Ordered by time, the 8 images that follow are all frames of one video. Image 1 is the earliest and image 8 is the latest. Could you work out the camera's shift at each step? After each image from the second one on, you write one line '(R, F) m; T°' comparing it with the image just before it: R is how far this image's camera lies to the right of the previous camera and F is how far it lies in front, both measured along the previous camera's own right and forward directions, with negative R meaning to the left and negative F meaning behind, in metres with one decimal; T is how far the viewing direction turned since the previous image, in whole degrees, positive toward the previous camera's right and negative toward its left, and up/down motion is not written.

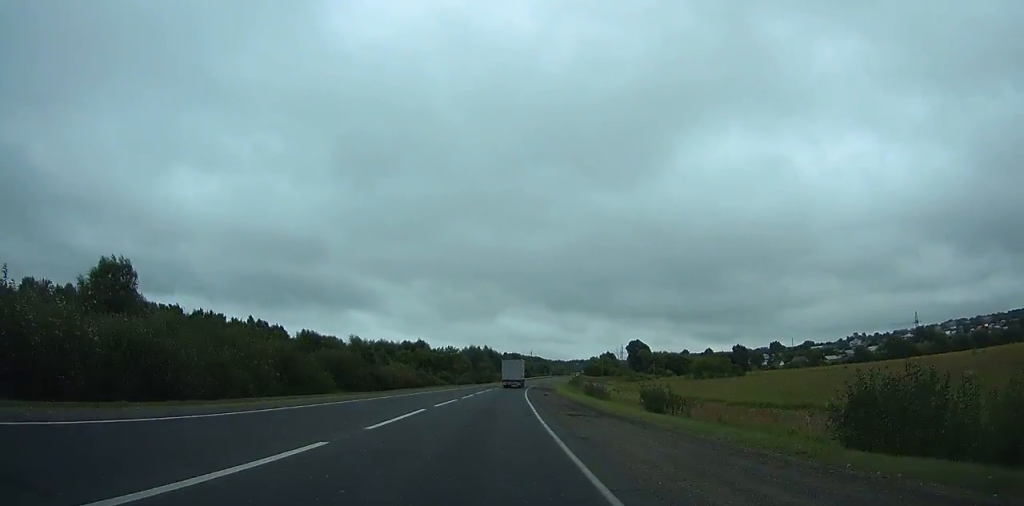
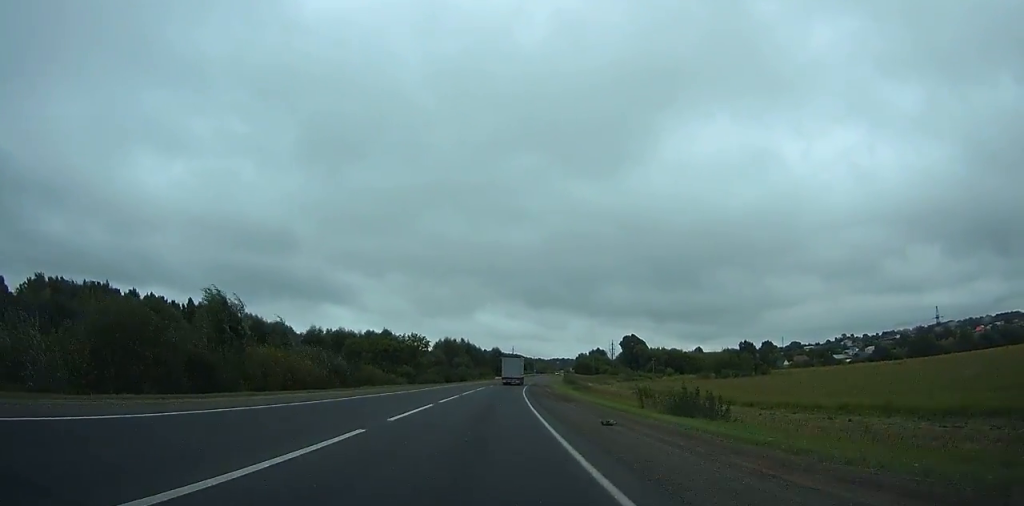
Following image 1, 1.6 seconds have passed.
(+0.9, +33.6) m; +2°
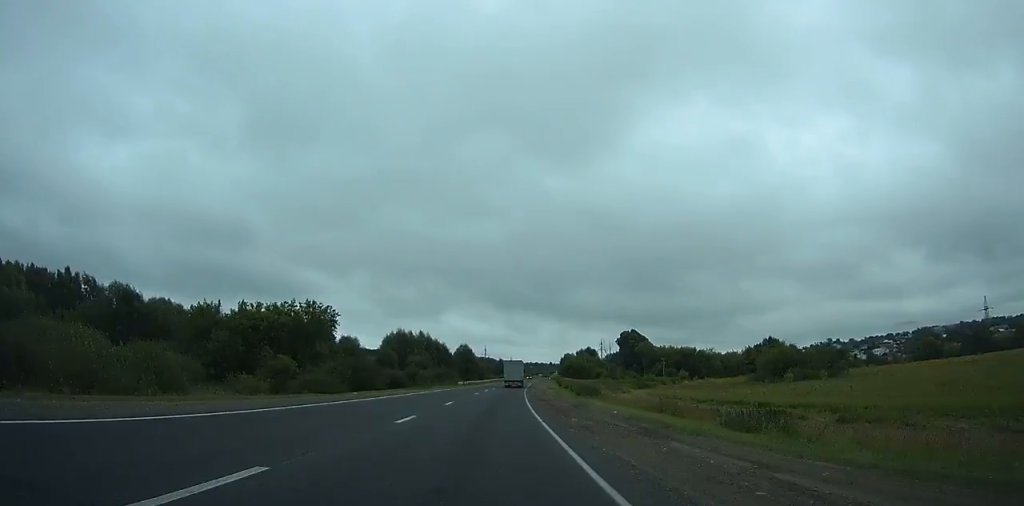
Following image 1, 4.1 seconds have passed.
(+1.6, +53.0) m; +3°
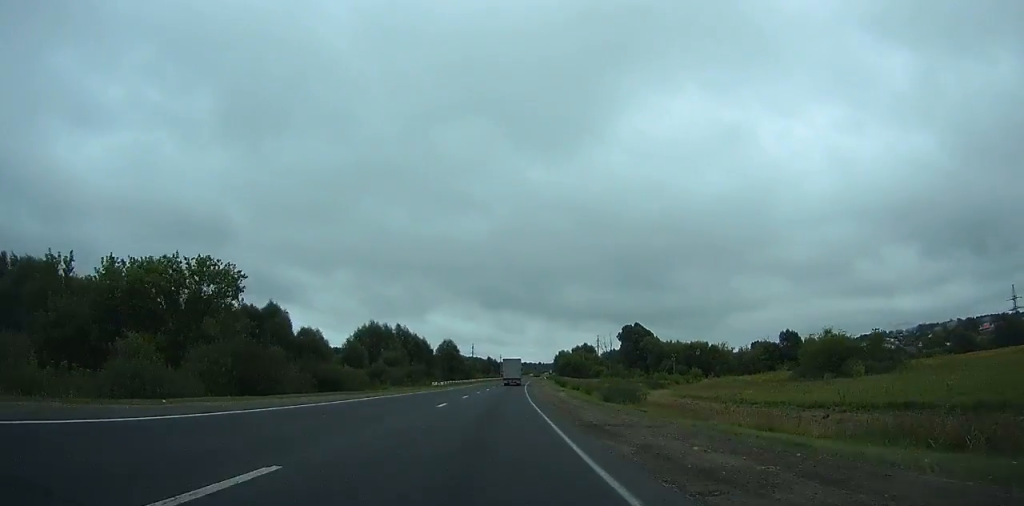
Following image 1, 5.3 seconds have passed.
(+0.4, +23.7) m; +1°
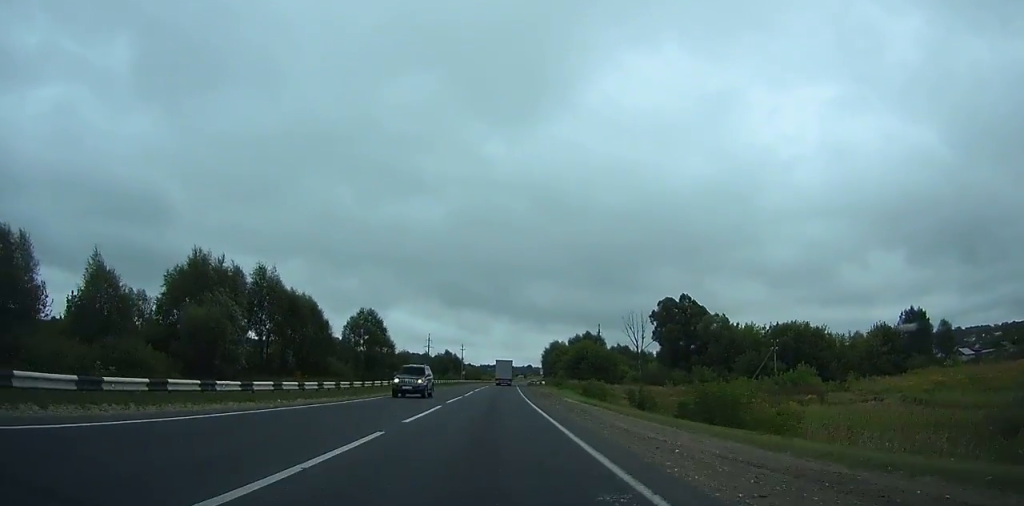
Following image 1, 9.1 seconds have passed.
(+2.7, +80.4) m; +3°
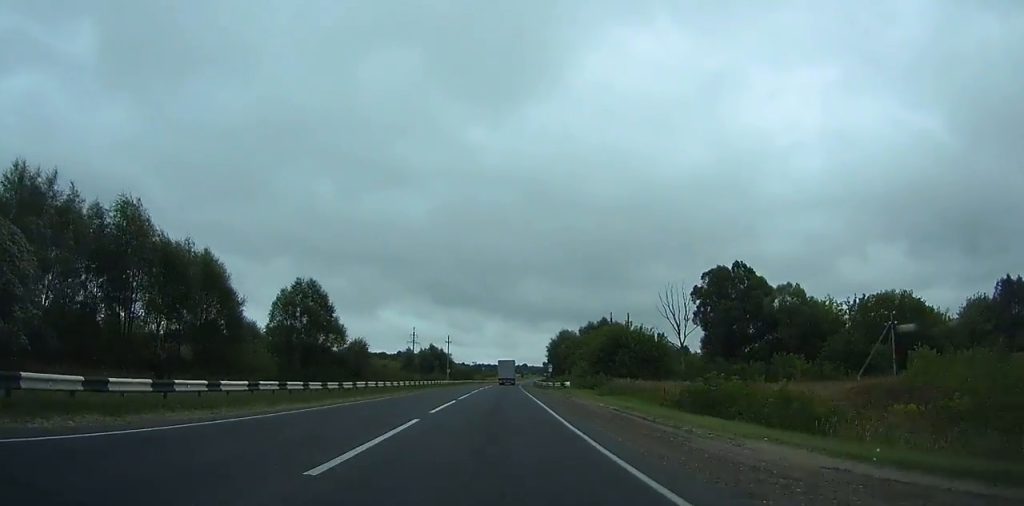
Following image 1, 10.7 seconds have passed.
(+0.3, +31.9) m; +1°
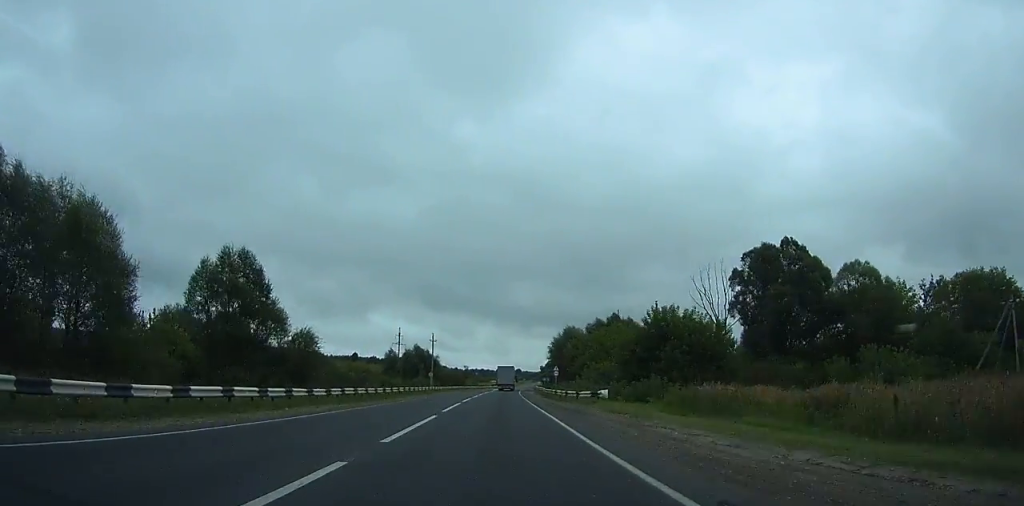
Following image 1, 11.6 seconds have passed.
(0.0, +19.4) m; 0°
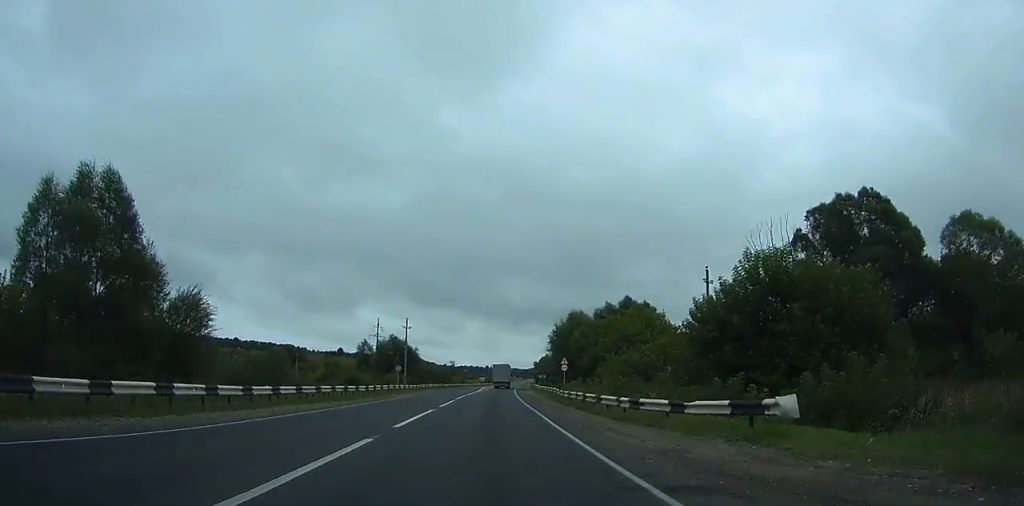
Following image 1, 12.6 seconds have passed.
(+0.1, +20.9) m; 0°
